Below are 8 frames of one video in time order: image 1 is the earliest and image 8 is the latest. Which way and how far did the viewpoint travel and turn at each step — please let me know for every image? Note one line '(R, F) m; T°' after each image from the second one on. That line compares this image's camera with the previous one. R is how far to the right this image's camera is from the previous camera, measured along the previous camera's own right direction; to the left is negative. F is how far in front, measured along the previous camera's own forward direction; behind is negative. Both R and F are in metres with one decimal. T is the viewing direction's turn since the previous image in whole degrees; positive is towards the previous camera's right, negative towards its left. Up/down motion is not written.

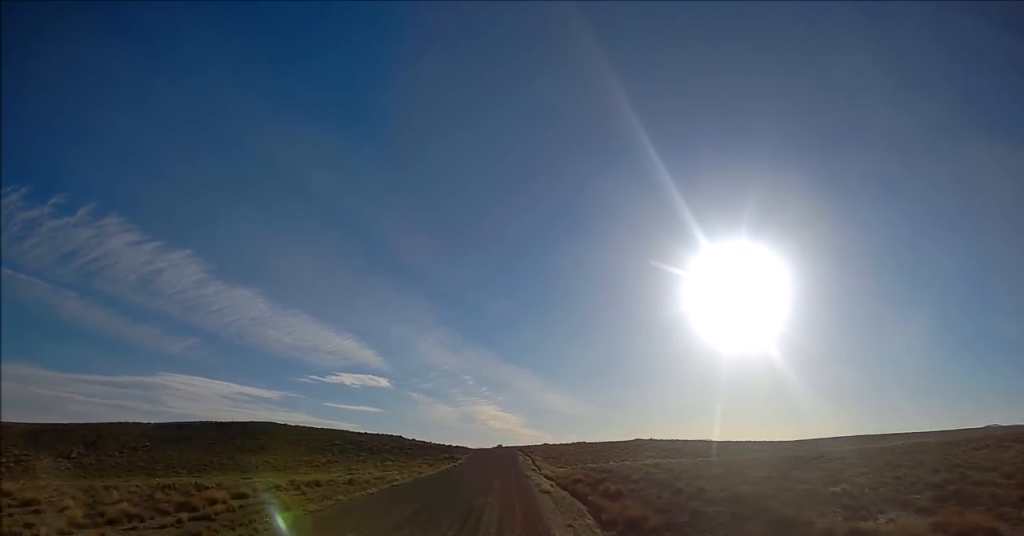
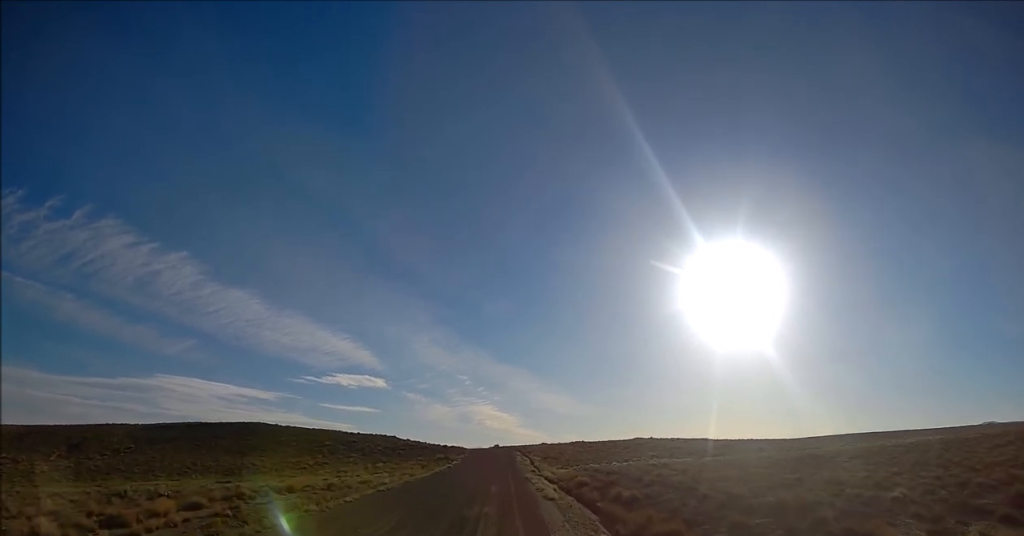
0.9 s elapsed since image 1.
(+0.1, +4.7) m; 0°
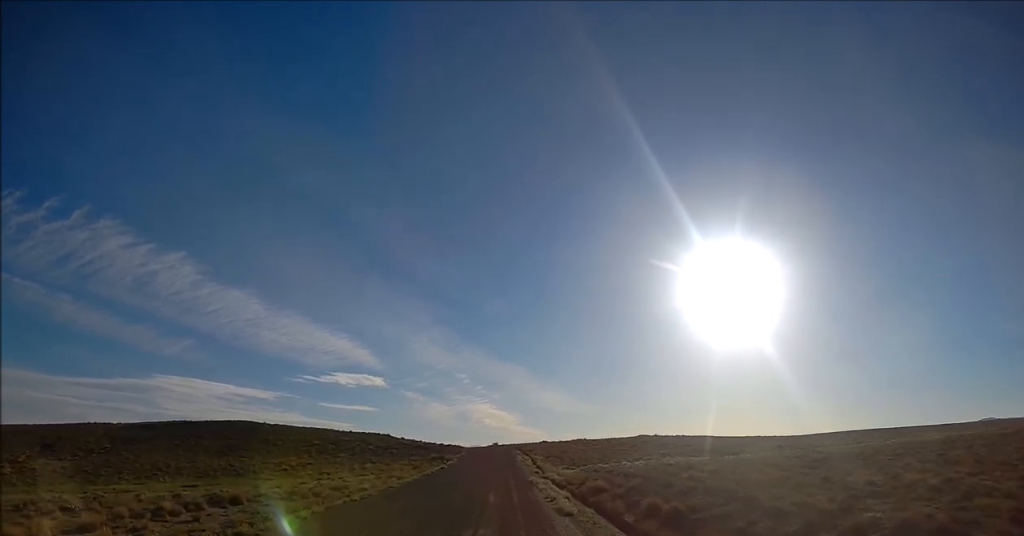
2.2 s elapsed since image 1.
(-0.1, +7.1) m; -1°
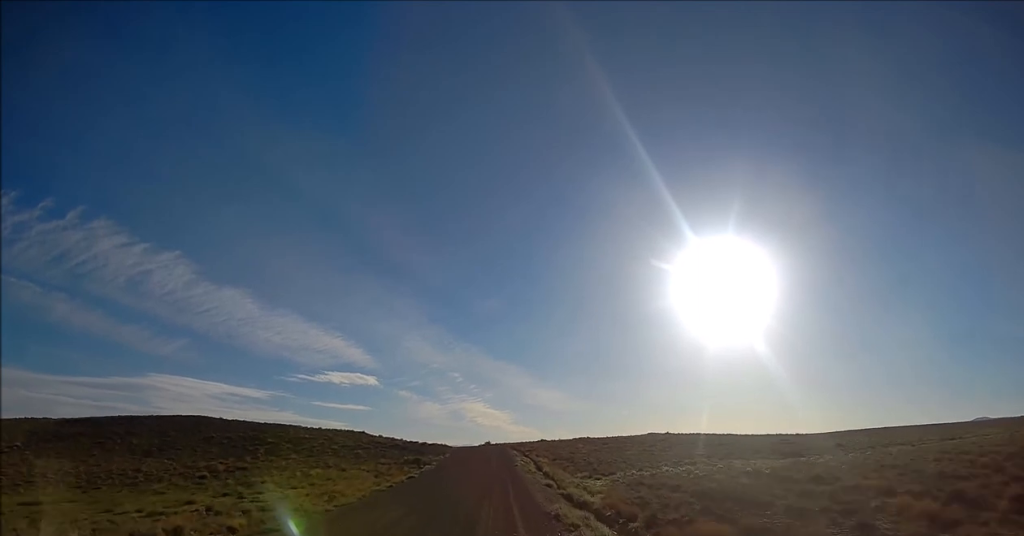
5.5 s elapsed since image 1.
(+0.6, +20.4) m; +3°
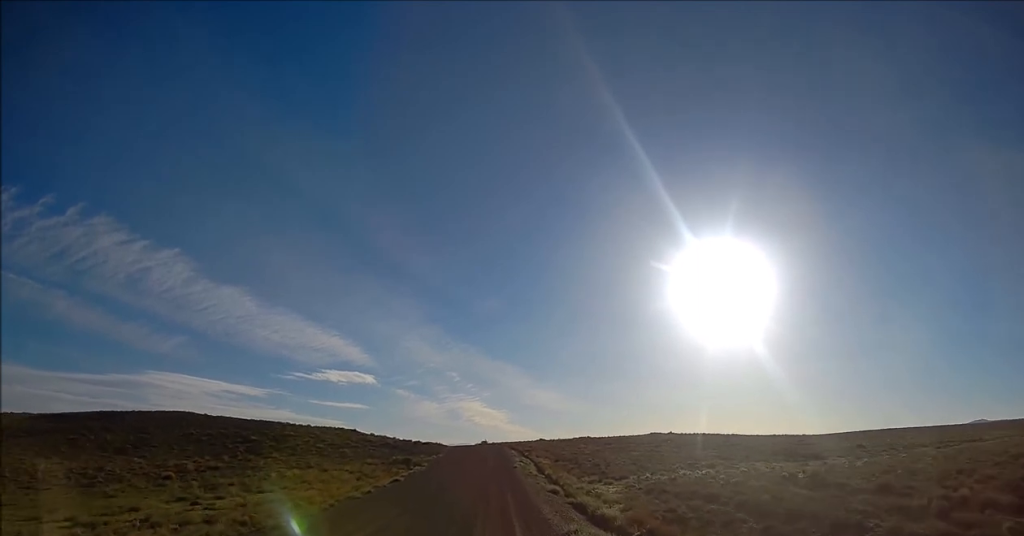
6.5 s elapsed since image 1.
(0.0, +6.1) m; 0°
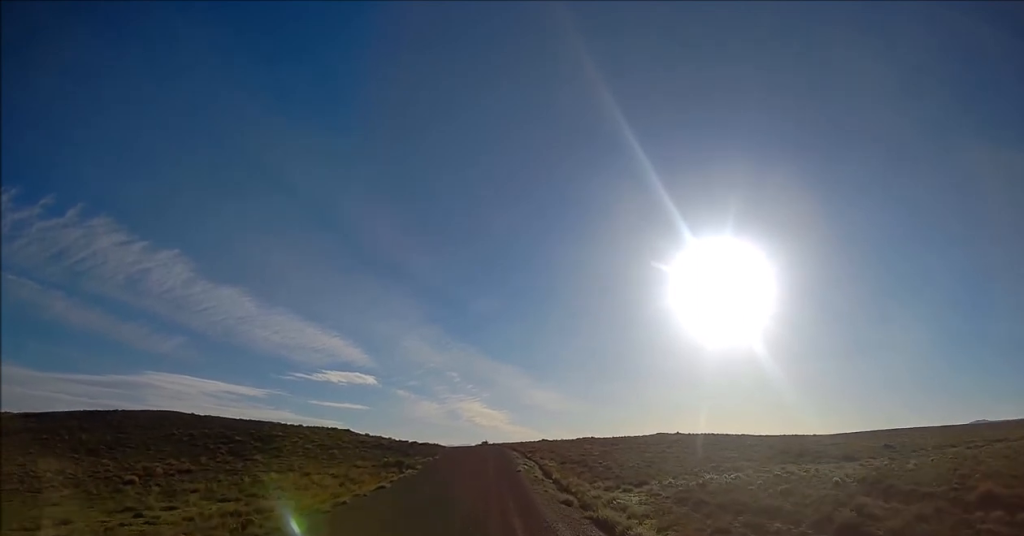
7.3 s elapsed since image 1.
(0.0, +5.5) m; -1°
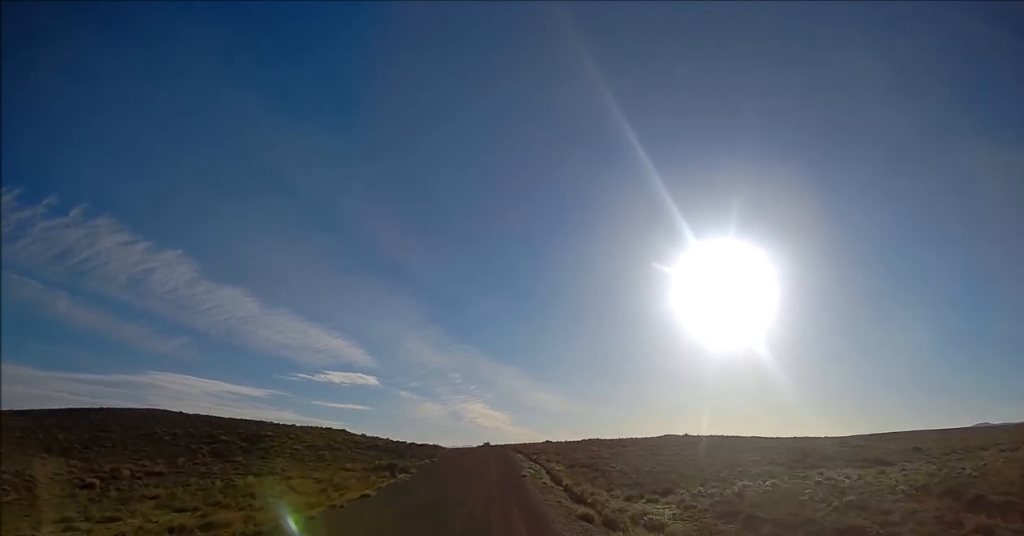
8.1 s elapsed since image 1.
(0.0, +5.0) m; -1°
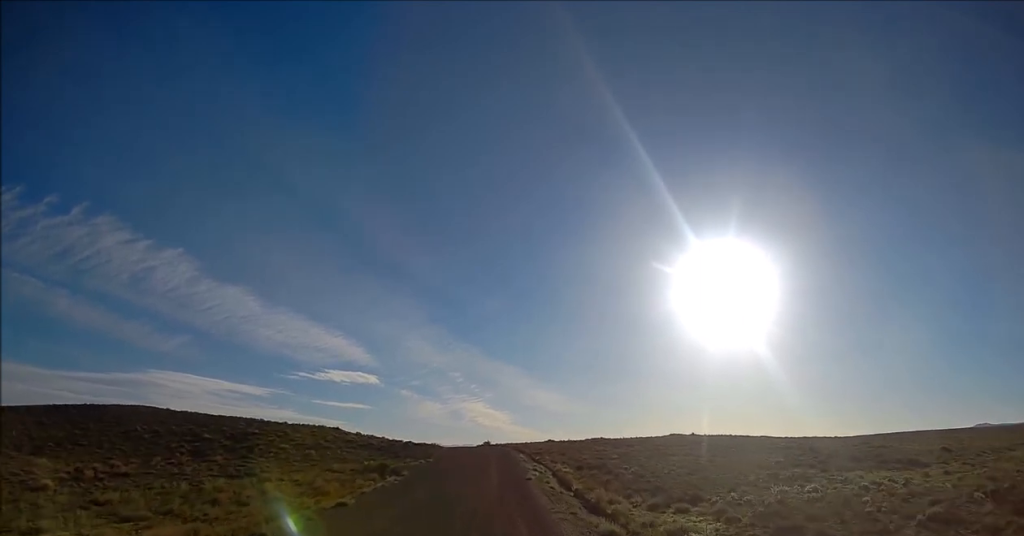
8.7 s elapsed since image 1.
(0.0, +4.6) m; 0°
